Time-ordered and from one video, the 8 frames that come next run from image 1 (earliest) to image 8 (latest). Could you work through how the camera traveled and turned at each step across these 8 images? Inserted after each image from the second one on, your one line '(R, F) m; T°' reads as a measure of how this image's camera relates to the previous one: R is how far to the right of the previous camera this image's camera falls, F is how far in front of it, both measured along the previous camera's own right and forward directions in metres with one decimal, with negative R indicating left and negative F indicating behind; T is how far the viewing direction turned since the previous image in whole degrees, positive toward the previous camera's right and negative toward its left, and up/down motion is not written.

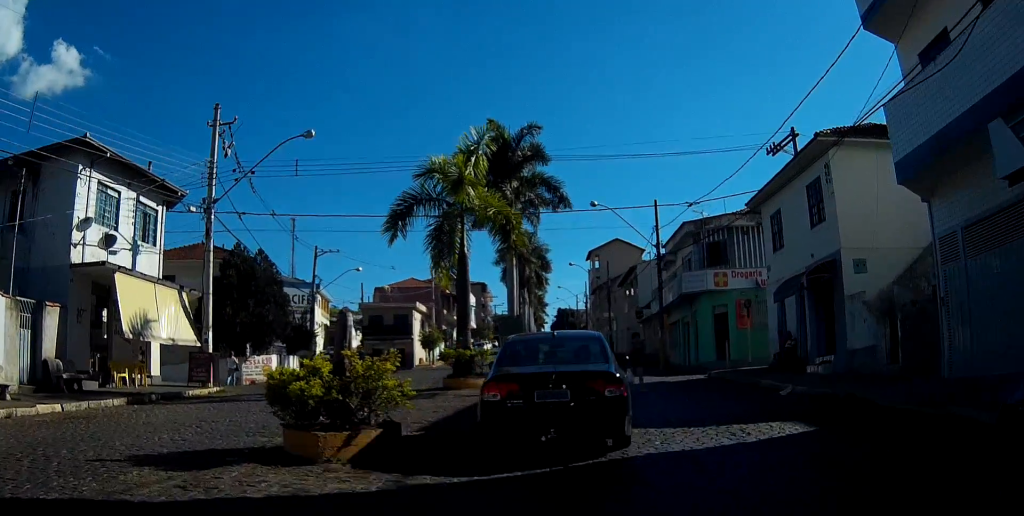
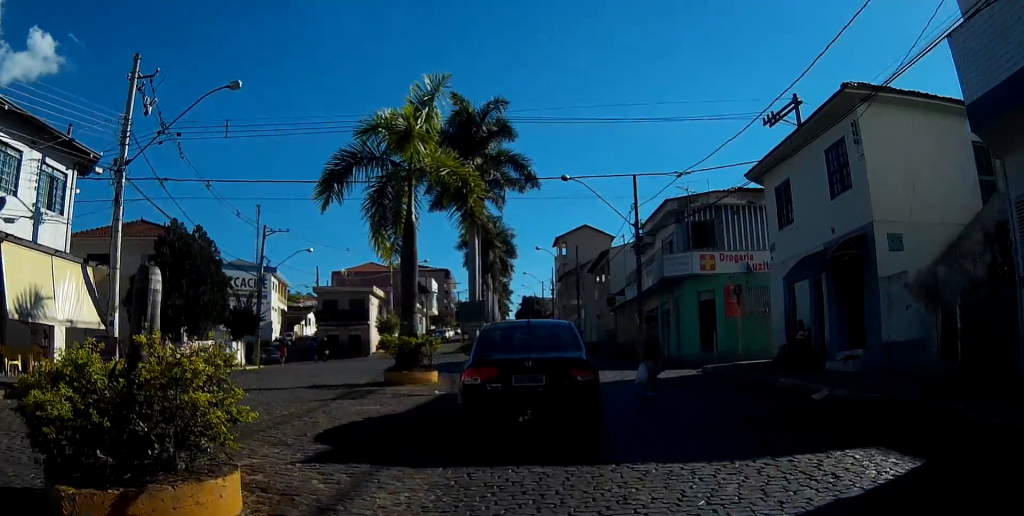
(+0.1, +3.9) m; +2°
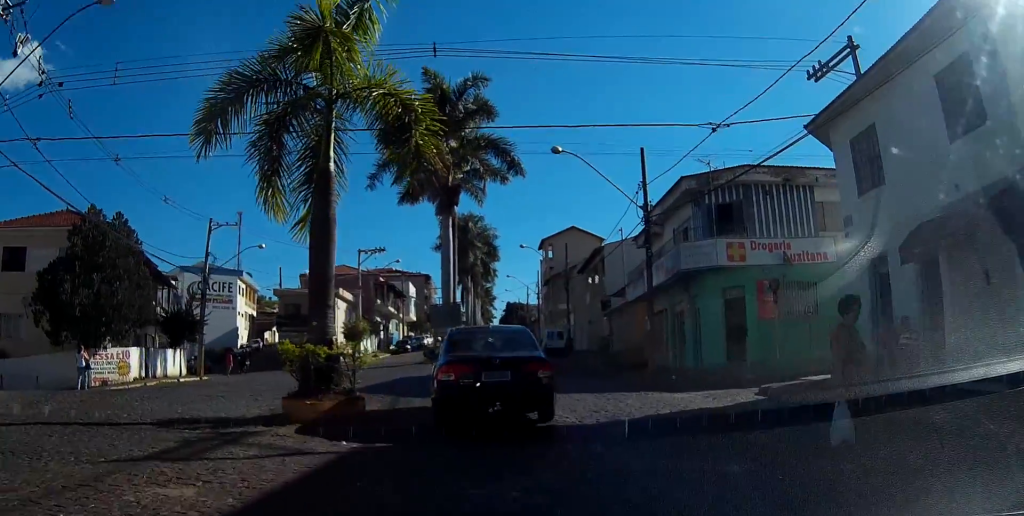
(+0.1, +6.6) m; 0°
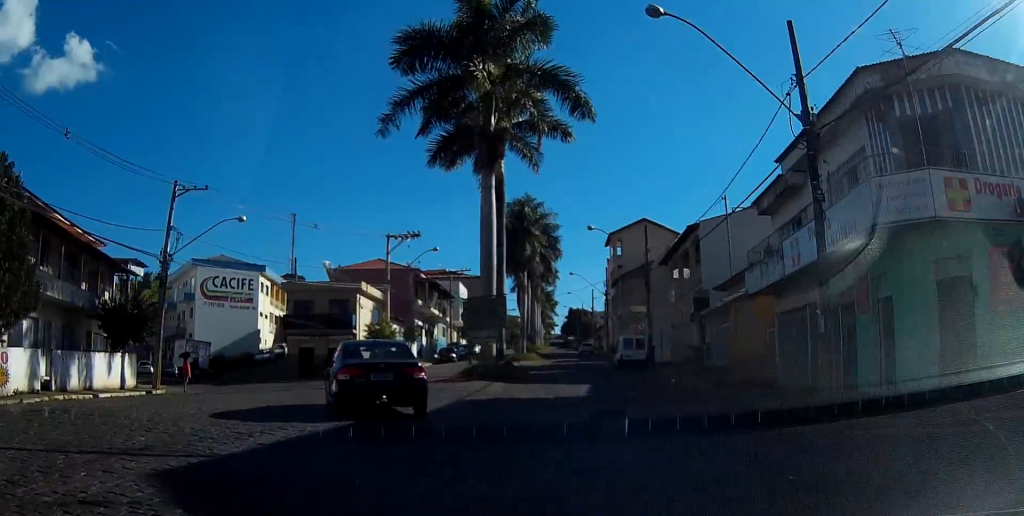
(-0.8, +11.8) m; -11°
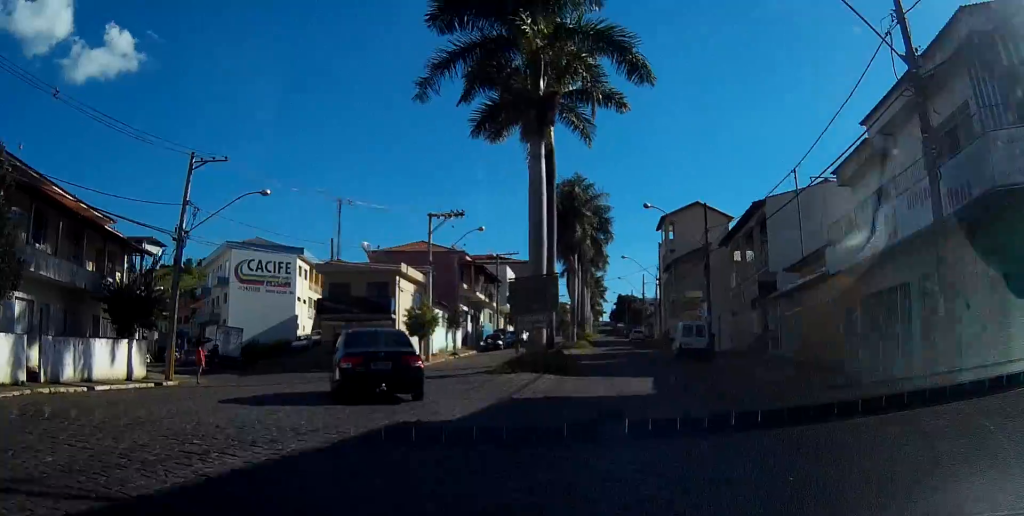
(-0.2, +3.2) m; -2°
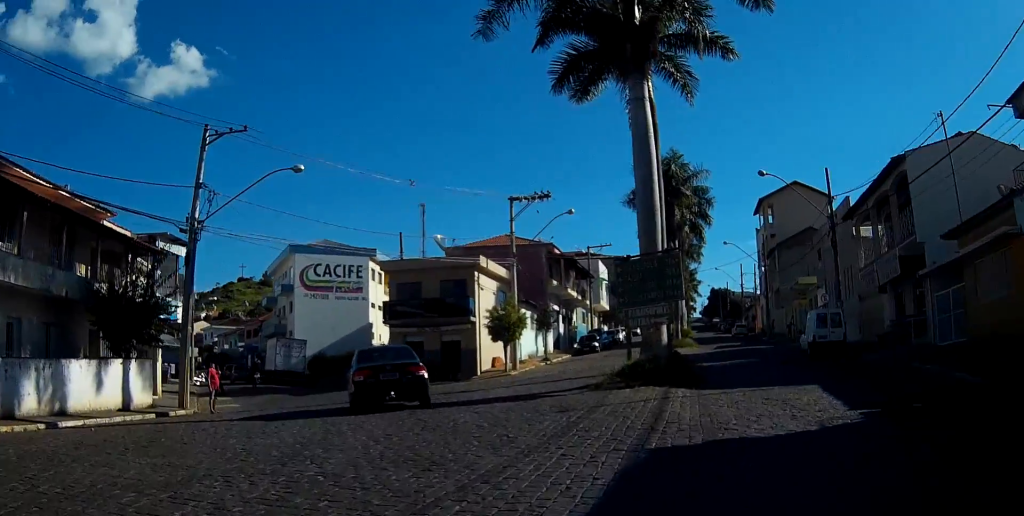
(-0.2, +6.6) m; -6°
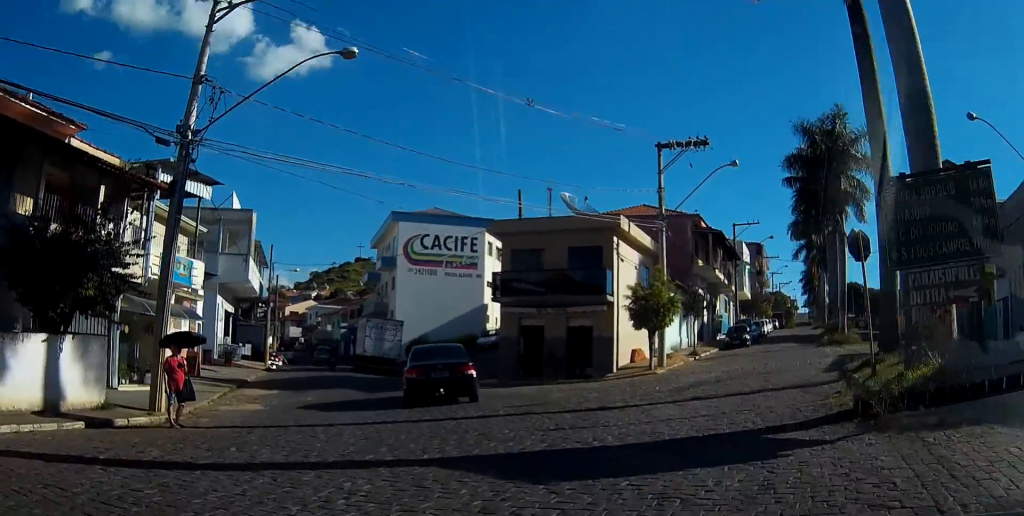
(-1.0, +9.2) m; -12°
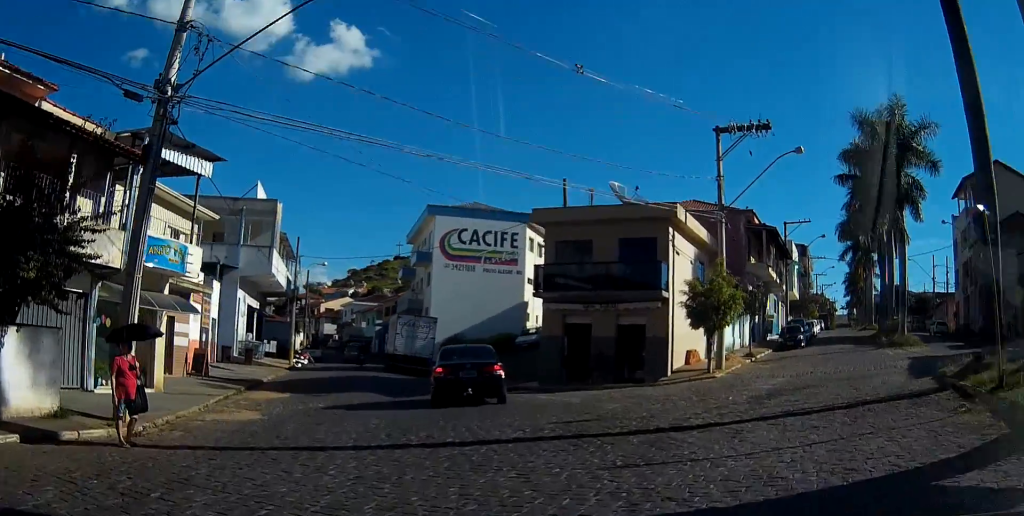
(-0.1, +3.2) m; -2°
